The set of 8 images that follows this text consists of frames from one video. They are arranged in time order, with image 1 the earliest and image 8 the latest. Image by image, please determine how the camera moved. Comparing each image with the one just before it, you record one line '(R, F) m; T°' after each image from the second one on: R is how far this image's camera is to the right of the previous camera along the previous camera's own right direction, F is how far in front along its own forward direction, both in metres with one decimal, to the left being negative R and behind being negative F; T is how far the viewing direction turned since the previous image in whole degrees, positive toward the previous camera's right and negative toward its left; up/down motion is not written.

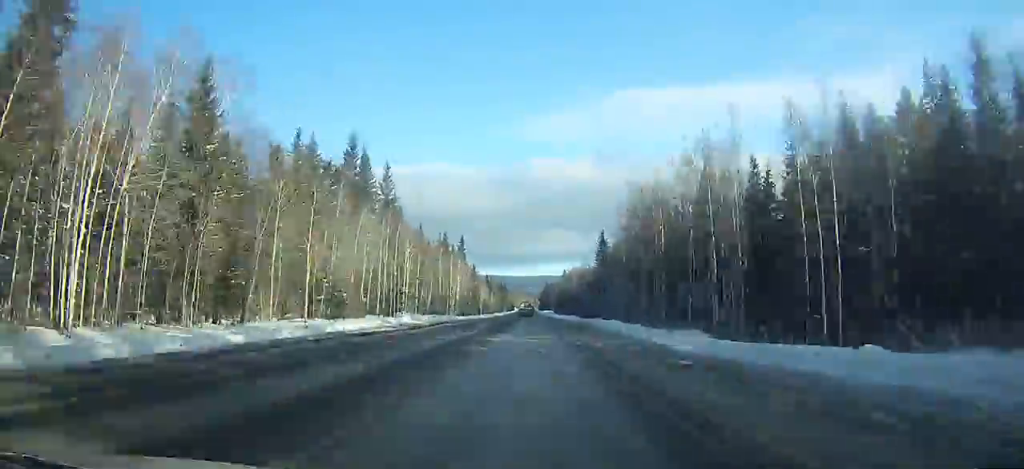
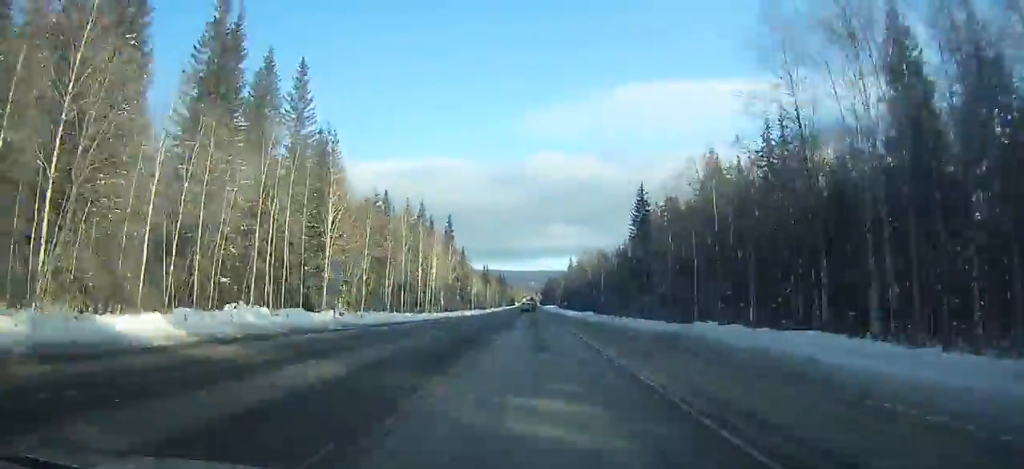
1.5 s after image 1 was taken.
(+0.1, +37.0) m; 0°
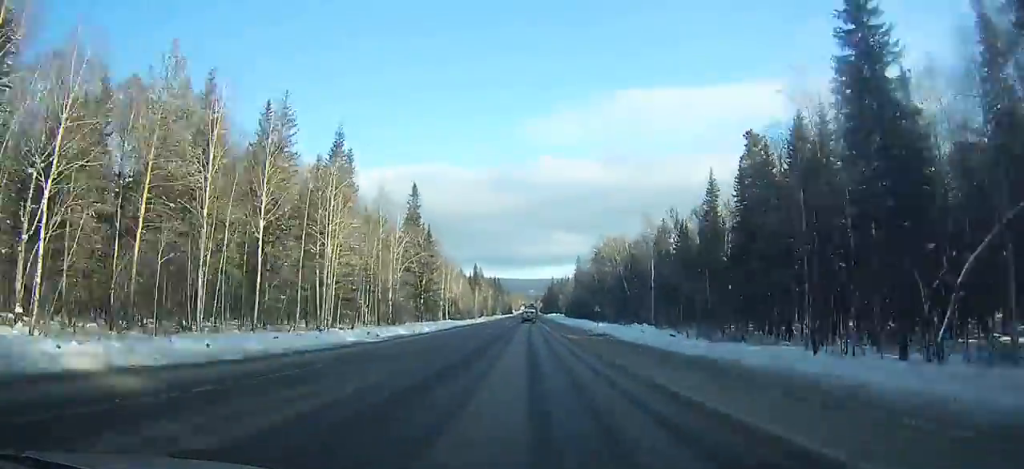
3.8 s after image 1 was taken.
(-0.2, +53.7) m; 0°
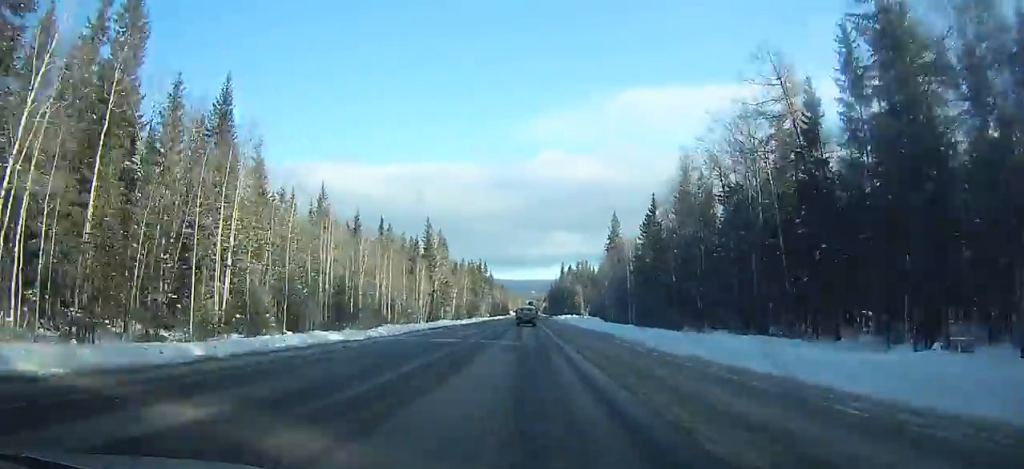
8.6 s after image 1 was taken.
(-0.1, +102.9) m; 0°
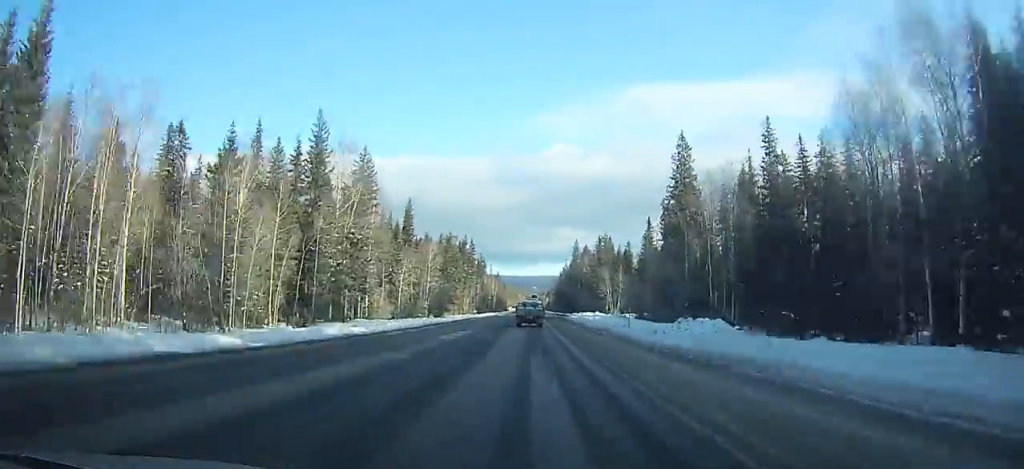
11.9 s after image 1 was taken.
(-0.1, +63.4) m; 0°
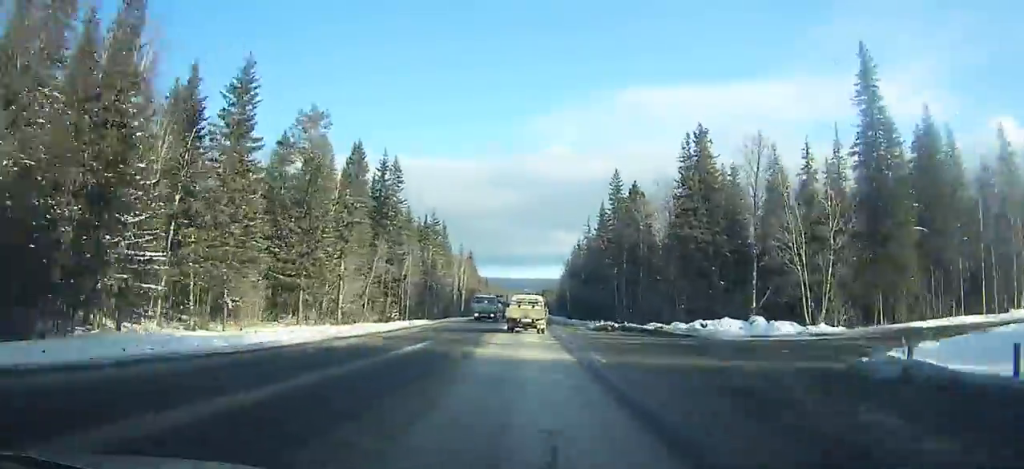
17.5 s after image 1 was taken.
(+0.5, +98.0) m; +1°
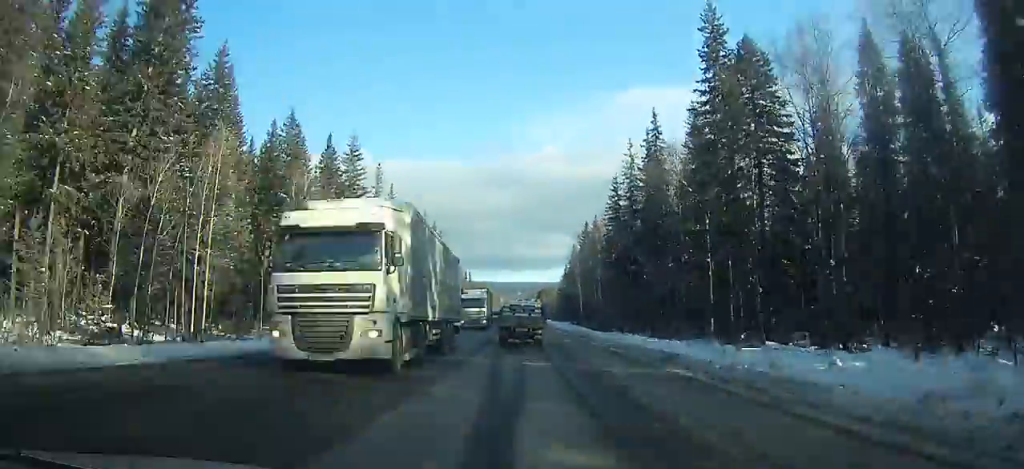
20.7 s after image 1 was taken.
(+0.1, +53.6) m; 0°
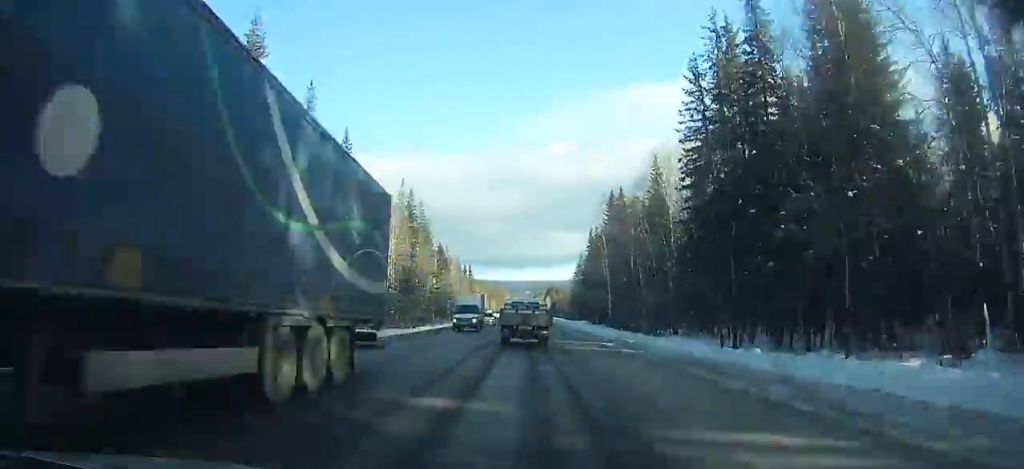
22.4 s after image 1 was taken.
(+0.2, +28.3) m; 0°
